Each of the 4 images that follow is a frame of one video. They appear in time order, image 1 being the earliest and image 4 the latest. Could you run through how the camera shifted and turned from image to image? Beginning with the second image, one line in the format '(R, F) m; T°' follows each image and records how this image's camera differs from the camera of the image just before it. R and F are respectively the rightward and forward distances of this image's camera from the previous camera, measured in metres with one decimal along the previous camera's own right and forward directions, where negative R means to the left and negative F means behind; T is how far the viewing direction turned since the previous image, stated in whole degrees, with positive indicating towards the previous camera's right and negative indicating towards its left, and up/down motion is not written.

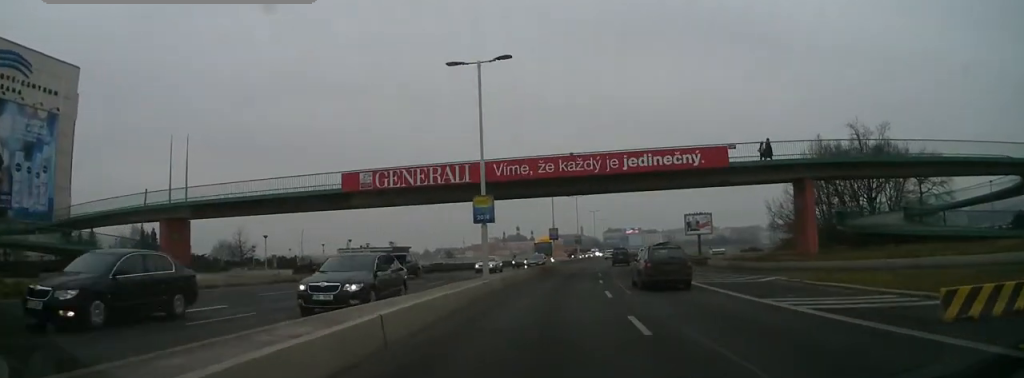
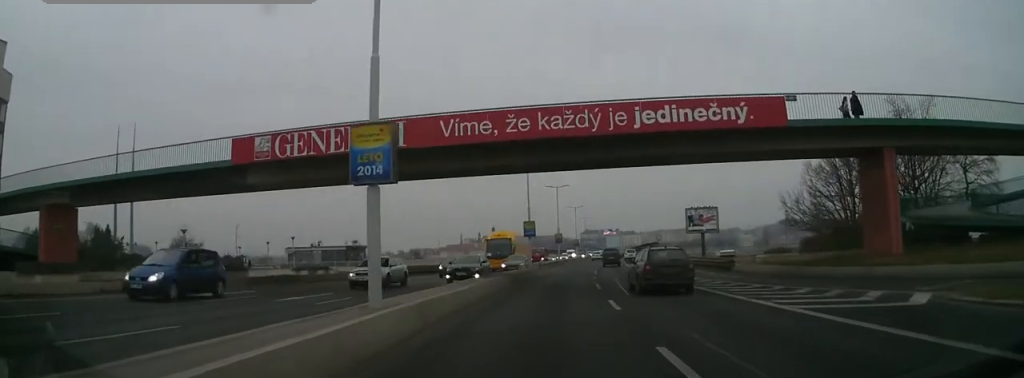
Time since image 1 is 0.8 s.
(+0.7, +12.0) m; +3°
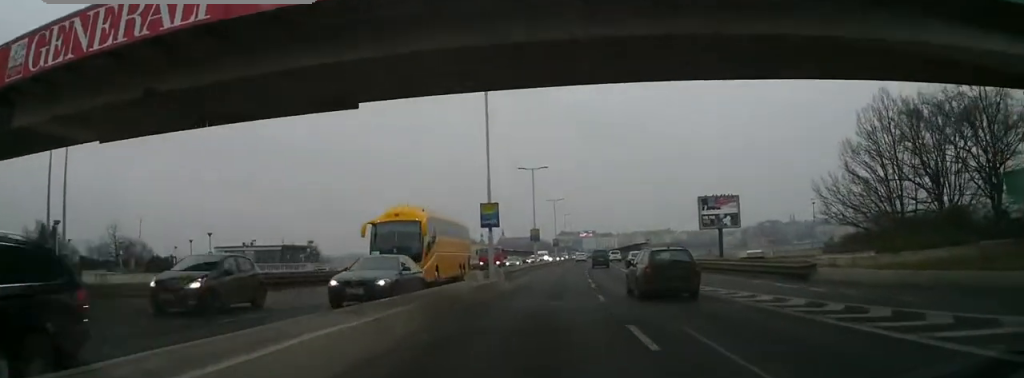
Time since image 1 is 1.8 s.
(+0.2, +13.5) m; +3°
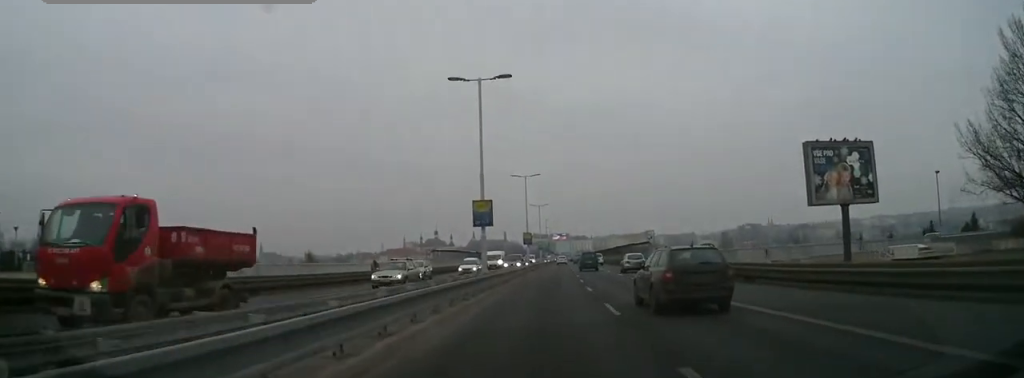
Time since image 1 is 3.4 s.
(+1.1, +21.8) m; +3°
